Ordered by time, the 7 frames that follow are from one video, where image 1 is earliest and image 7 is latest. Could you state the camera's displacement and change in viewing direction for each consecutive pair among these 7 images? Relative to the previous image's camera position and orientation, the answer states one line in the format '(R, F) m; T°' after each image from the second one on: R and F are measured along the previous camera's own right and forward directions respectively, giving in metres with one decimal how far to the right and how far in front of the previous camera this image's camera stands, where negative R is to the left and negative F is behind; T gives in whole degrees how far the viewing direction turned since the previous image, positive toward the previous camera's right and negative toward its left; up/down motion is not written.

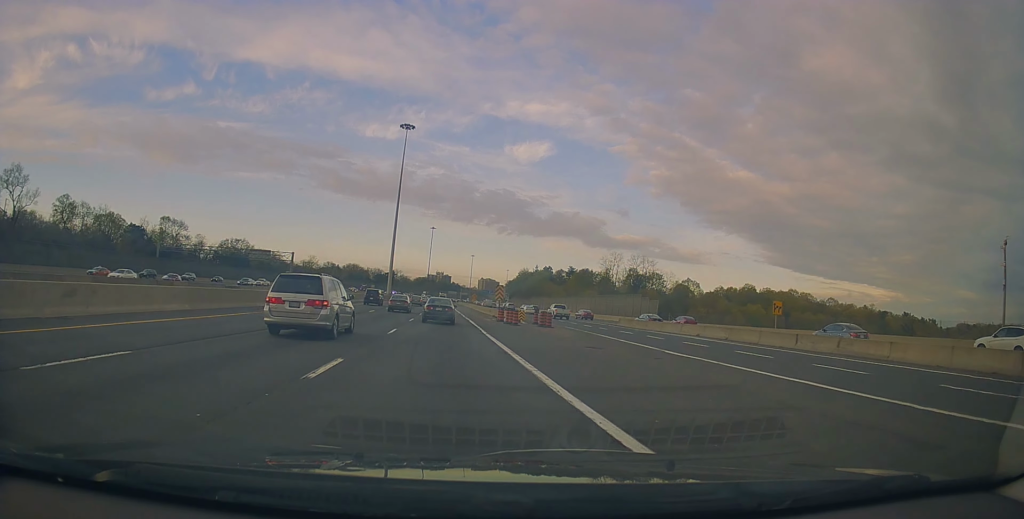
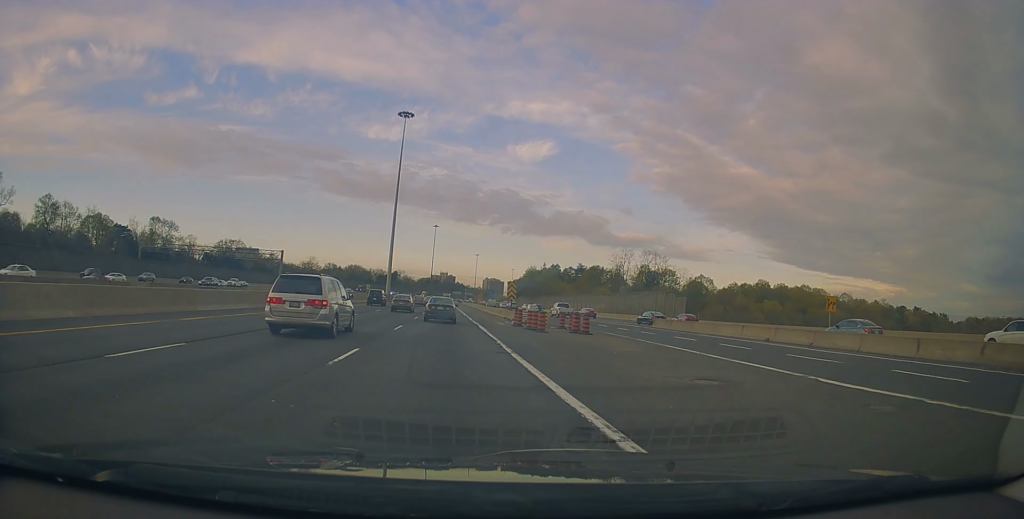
(+0.2, +9.6) m; 0°
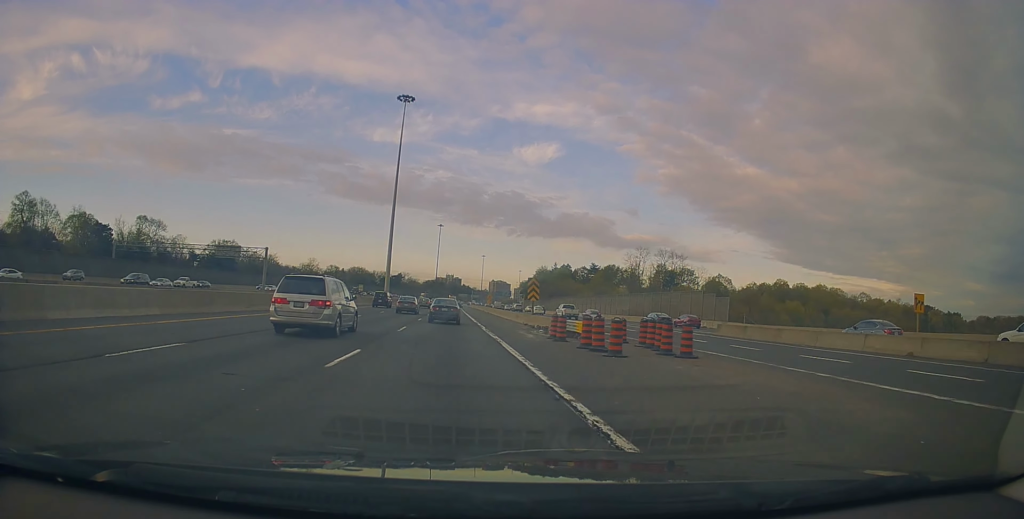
(+0.1, +12.0) m; 0°
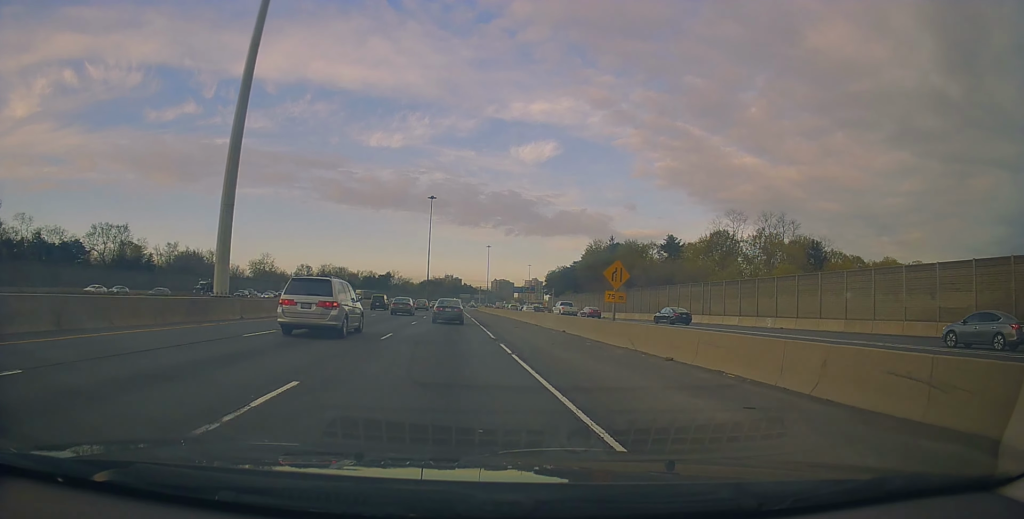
(-1.8, +76.9) m; -2°
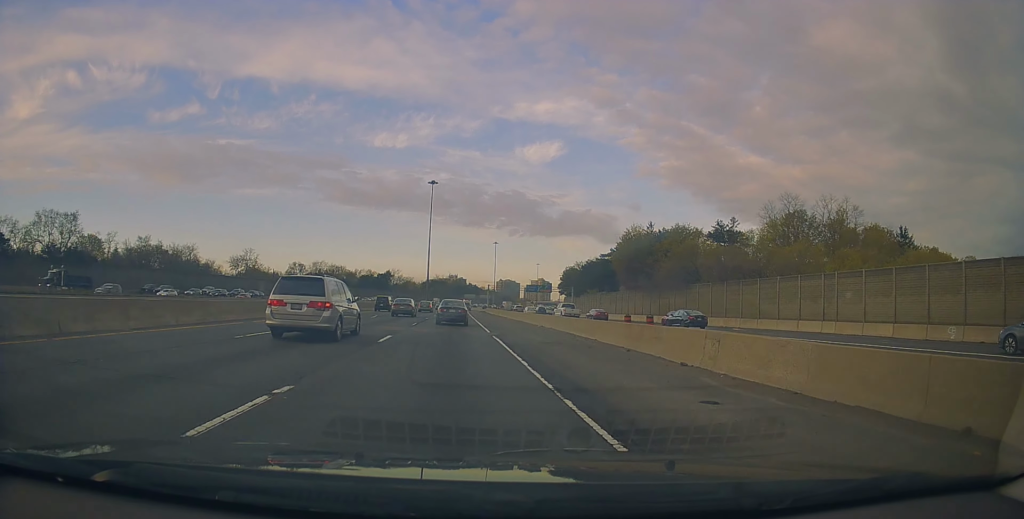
(-0.2, +24.3) m; 0°
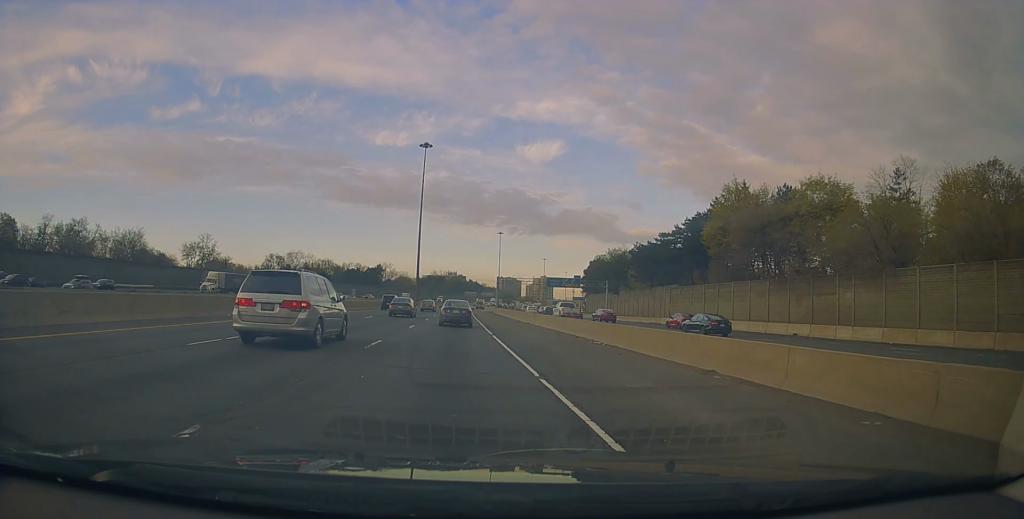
(+0.3, +38.7) m; 0°
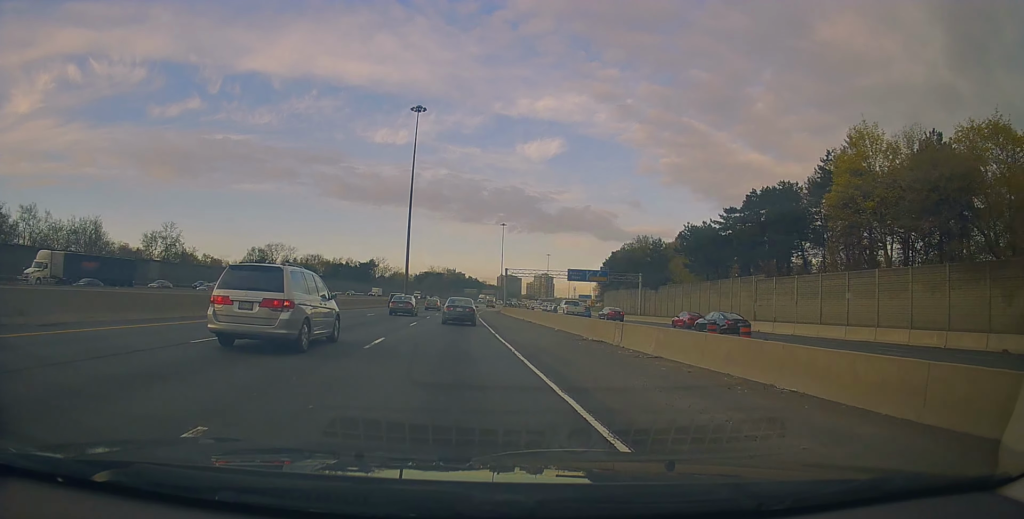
(-0.2, +24.5) m; 0°
